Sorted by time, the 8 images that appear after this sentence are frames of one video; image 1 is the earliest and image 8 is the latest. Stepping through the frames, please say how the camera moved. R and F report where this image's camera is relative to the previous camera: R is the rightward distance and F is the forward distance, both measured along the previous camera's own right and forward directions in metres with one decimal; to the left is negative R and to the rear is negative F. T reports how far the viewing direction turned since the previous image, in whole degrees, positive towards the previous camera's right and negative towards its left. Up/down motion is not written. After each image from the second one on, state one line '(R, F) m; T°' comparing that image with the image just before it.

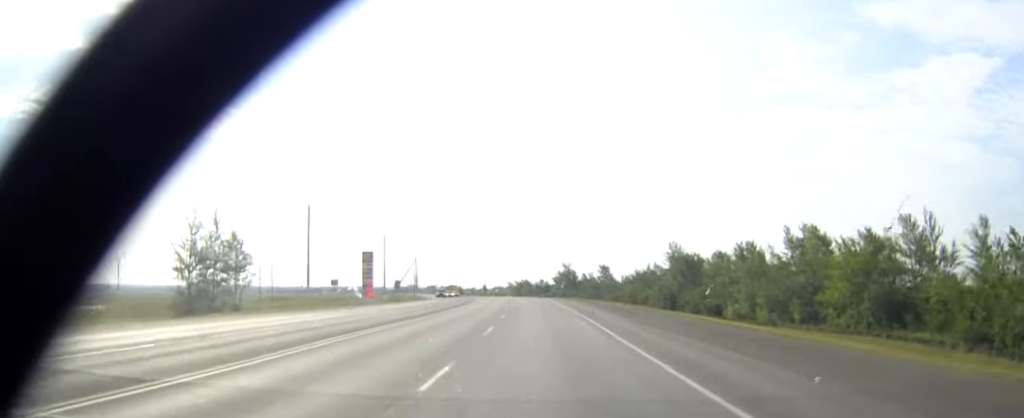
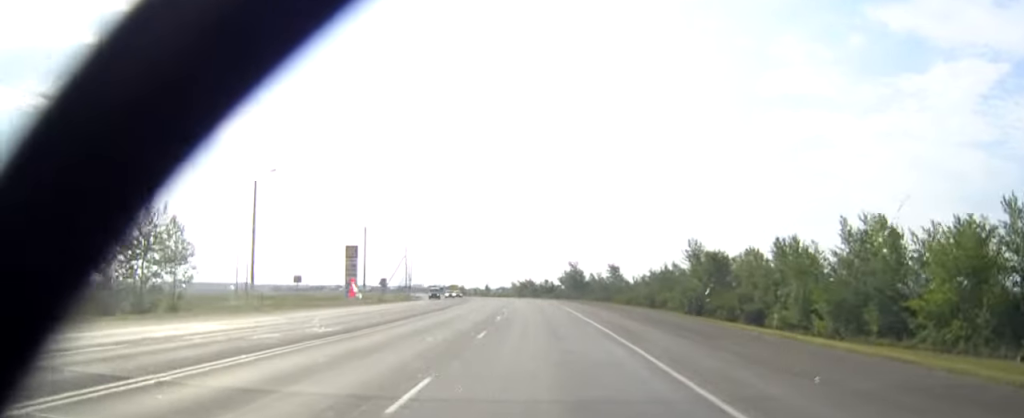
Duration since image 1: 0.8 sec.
(-0.1, +14.3) m; 0°
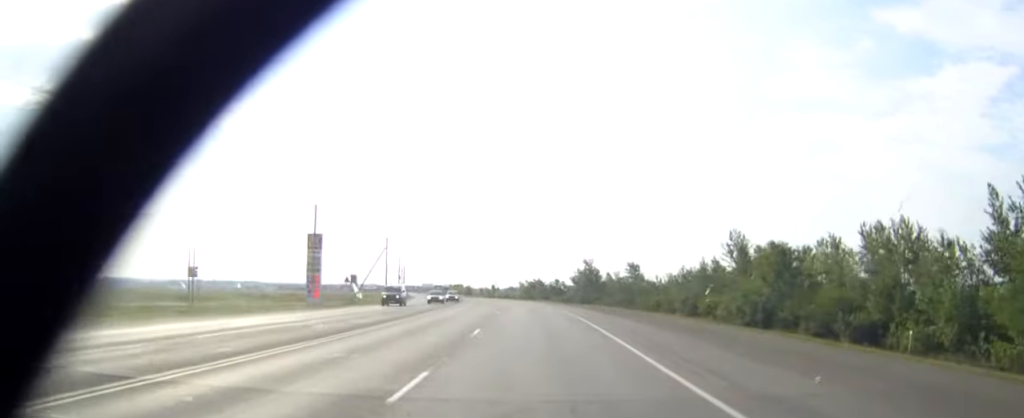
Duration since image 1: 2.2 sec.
(-0.1, +22.6) m; -1°
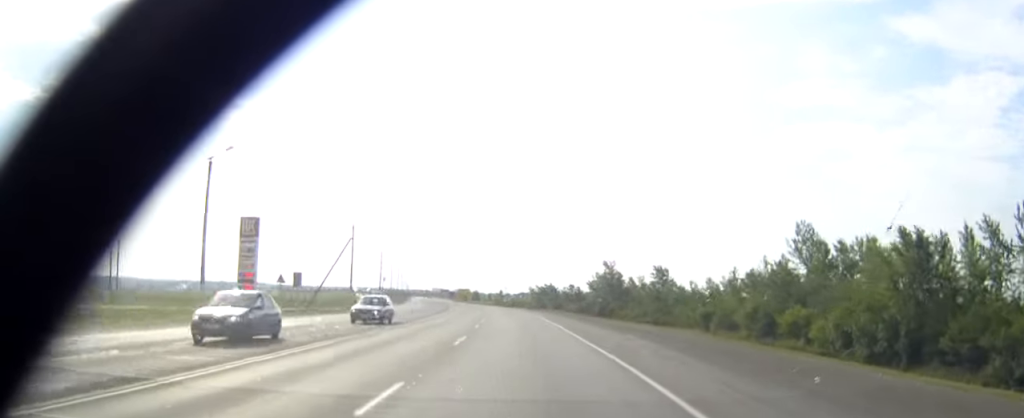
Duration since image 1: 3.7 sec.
(-0.2, +24.4) m; -1°
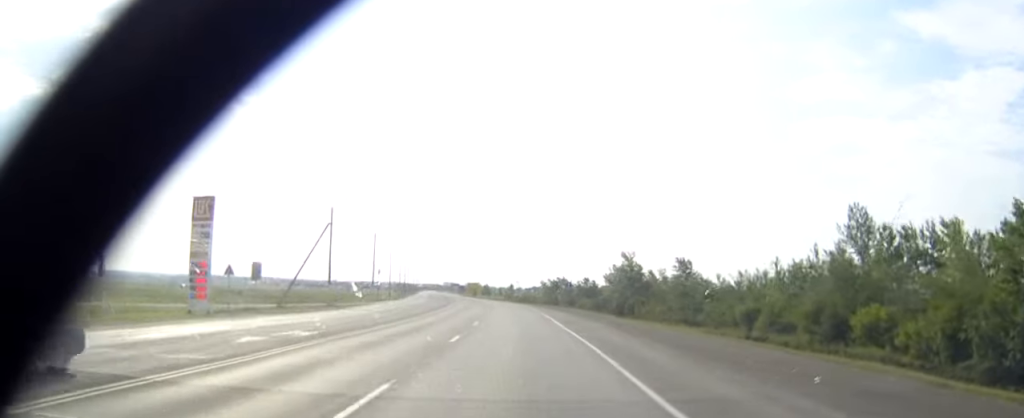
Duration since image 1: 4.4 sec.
(-0.1, +12.1) m; -1°
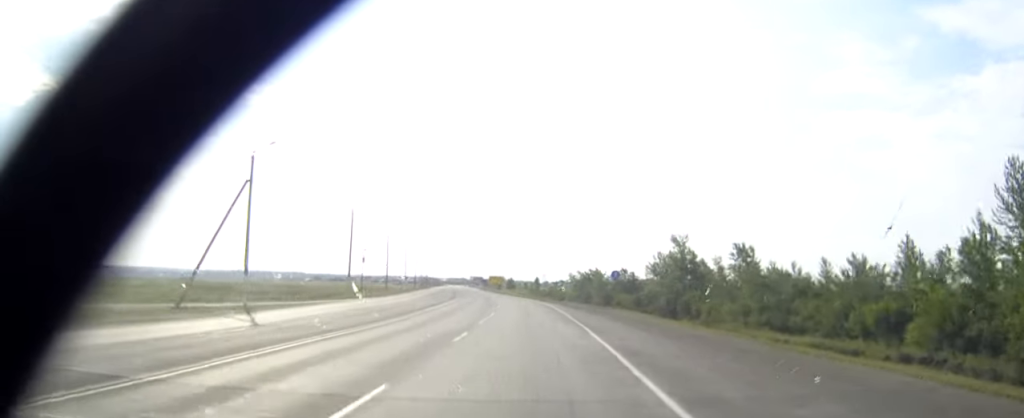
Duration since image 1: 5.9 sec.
(-0.3, +24.4) m; -2°
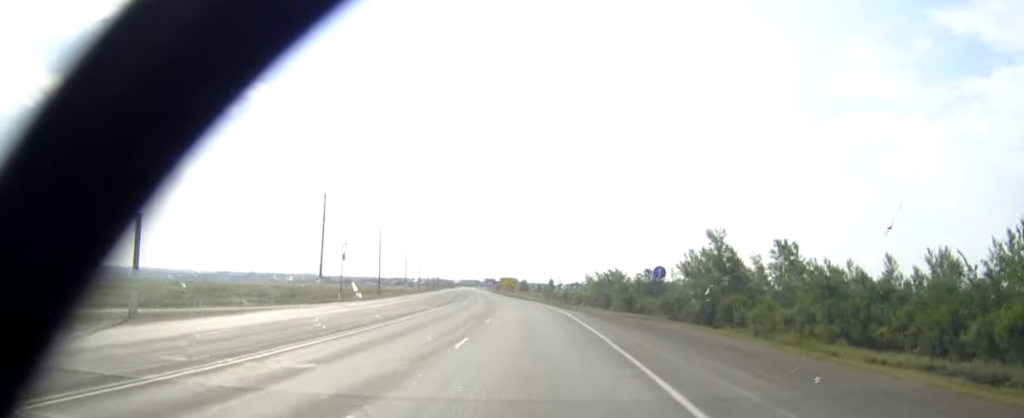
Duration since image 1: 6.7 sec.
(-0.2, +14.1) m; -1°
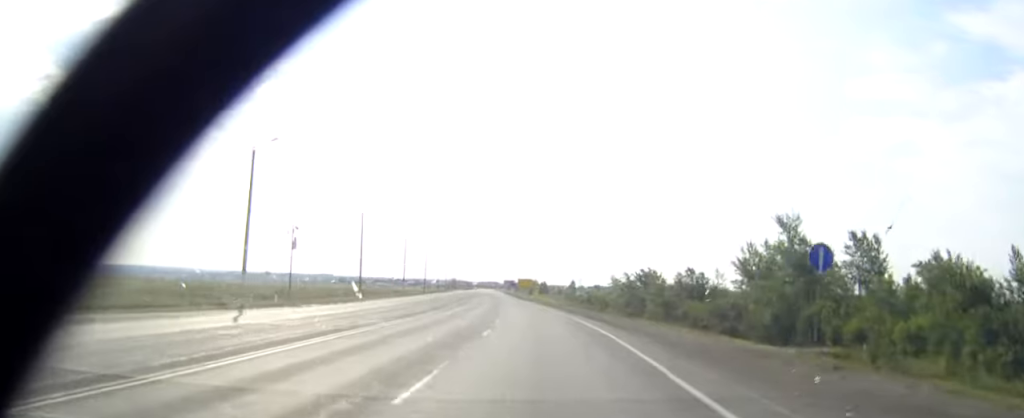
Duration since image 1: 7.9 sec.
(-0.2, +19.9) m; -1°
